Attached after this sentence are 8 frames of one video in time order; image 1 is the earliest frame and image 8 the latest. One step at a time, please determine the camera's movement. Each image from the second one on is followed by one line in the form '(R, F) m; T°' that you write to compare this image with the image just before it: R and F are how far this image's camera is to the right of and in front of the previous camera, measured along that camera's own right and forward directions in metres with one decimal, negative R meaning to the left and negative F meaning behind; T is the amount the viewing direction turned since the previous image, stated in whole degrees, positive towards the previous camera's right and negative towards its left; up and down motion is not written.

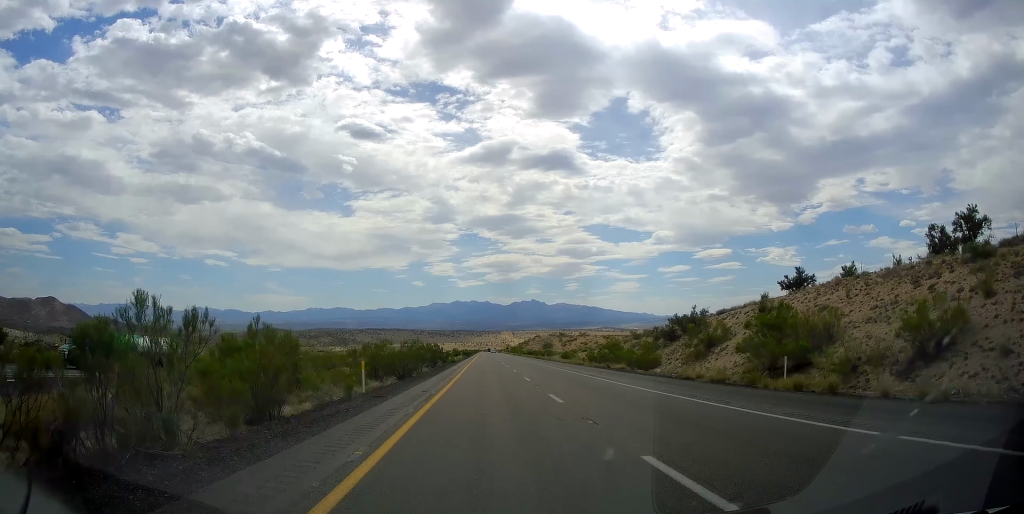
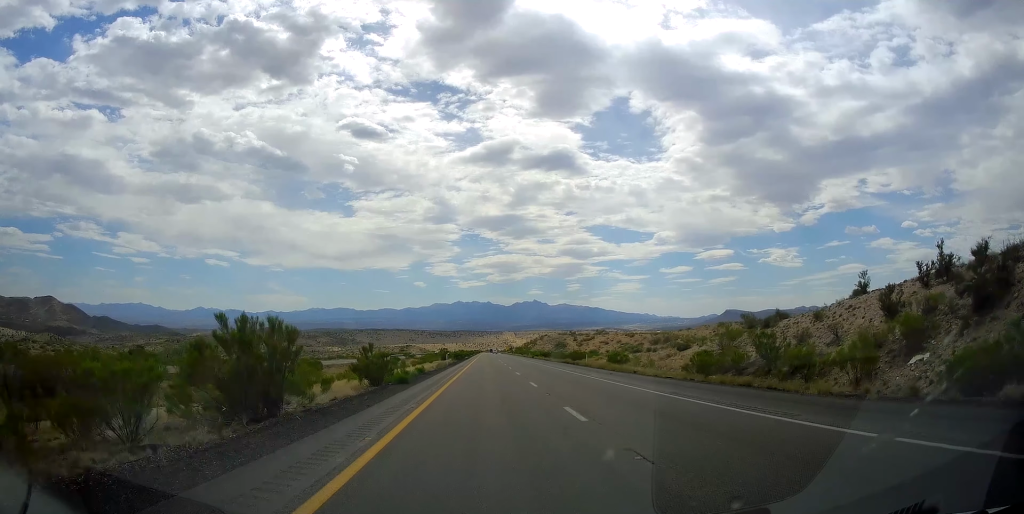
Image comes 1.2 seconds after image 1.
(+0.3, +41.1) m; 0°
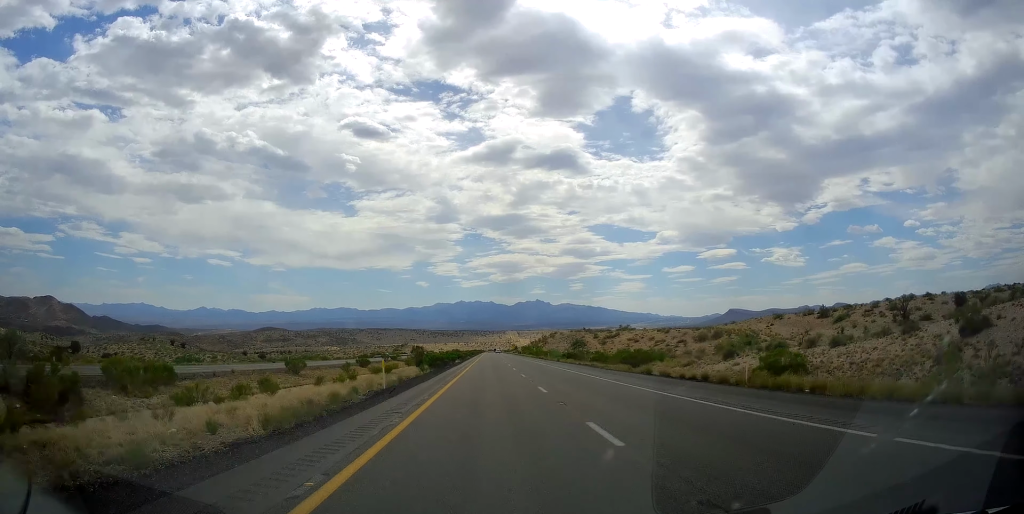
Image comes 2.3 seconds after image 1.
(-0.1, +39.8) m; -1°
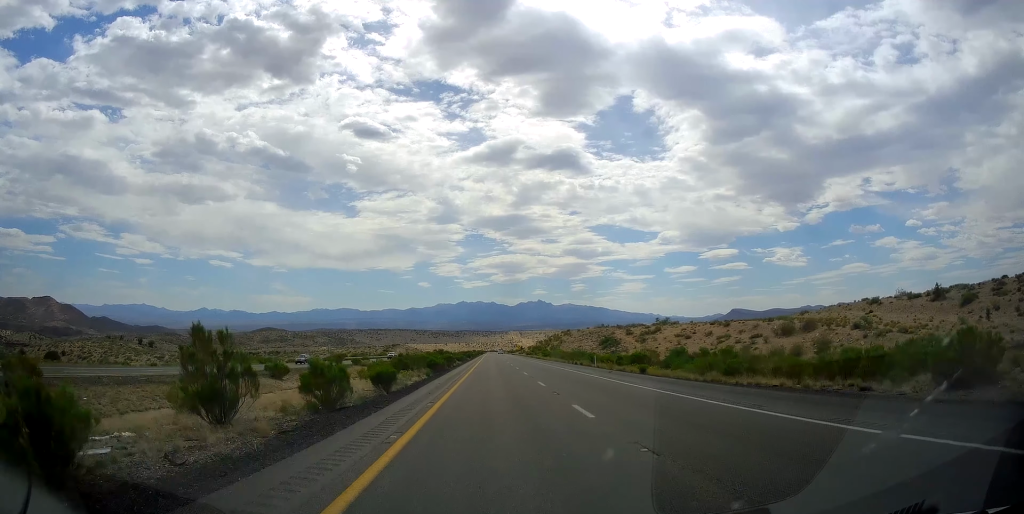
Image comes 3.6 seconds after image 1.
(-0.1, +44.4) m; 0°
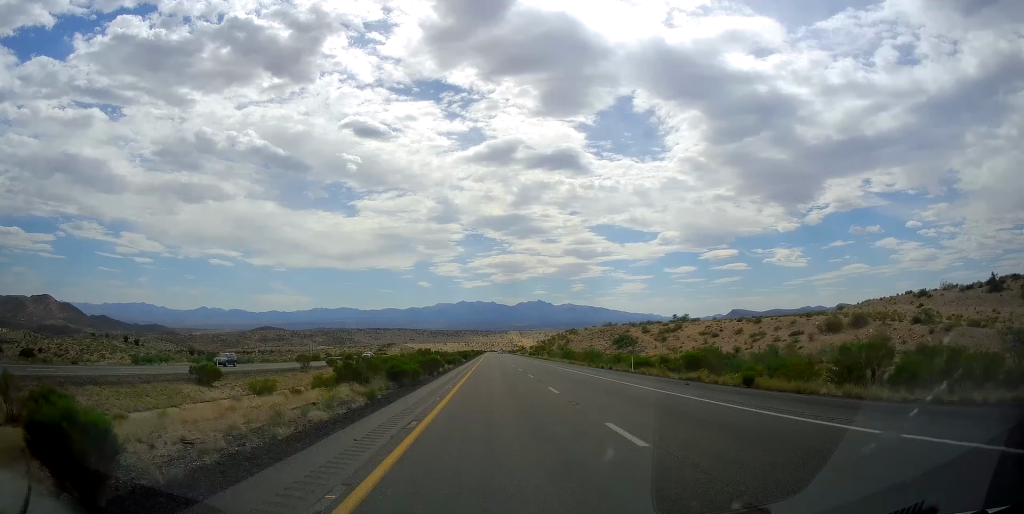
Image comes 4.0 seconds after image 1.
(0.0, +16.3) m; 0°
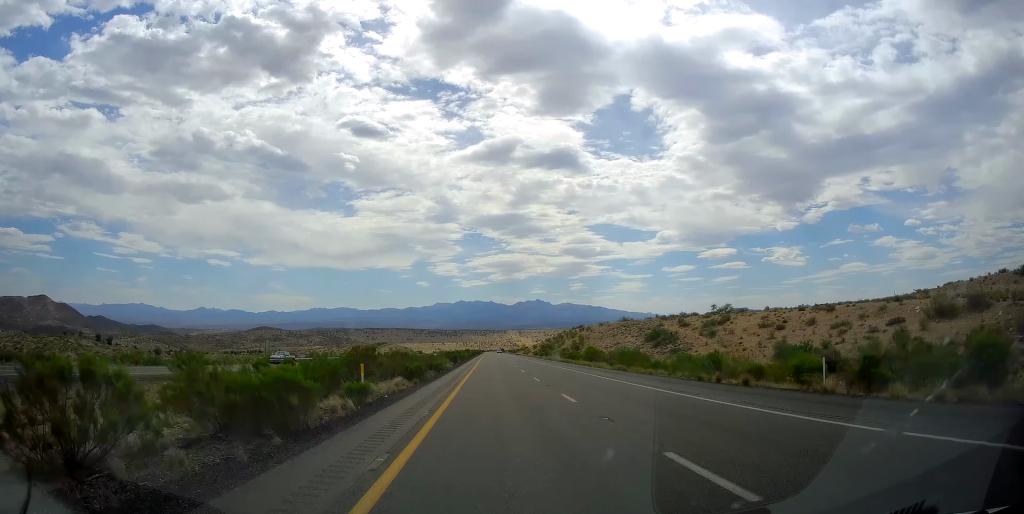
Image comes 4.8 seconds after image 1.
(0.0, +27.9) m; 0°
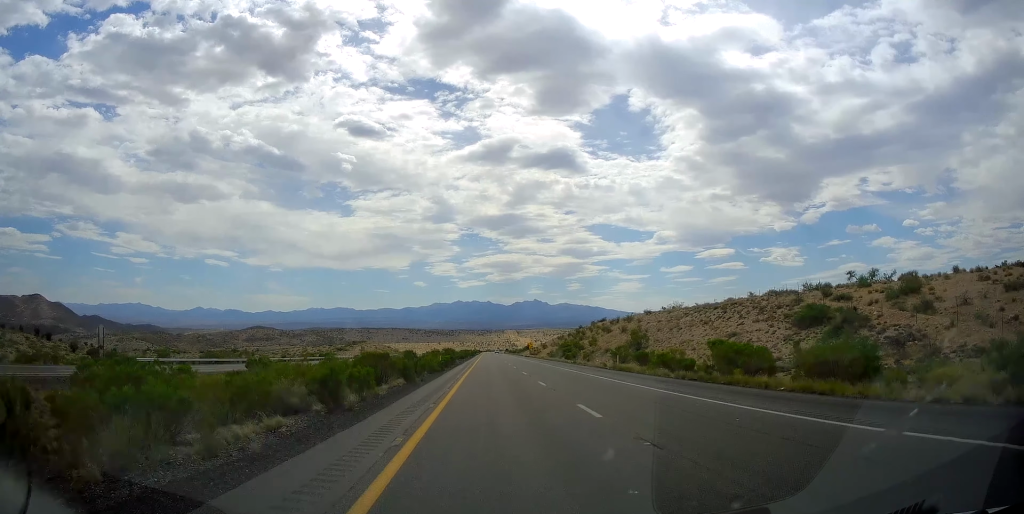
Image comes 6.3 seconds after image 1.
(+0.2, +52.0) m; +1°
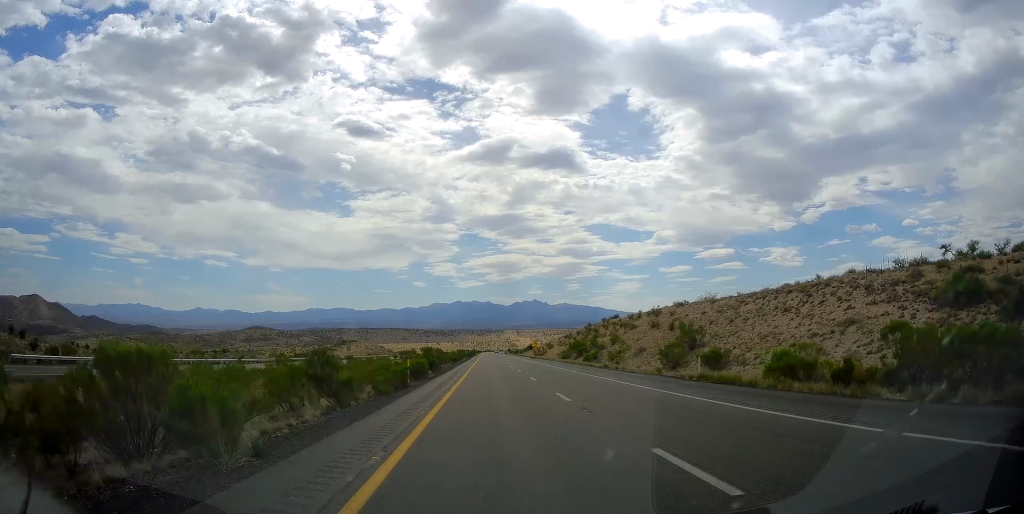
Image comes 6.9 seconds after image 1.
(0.0, +19.3) m; 0°
